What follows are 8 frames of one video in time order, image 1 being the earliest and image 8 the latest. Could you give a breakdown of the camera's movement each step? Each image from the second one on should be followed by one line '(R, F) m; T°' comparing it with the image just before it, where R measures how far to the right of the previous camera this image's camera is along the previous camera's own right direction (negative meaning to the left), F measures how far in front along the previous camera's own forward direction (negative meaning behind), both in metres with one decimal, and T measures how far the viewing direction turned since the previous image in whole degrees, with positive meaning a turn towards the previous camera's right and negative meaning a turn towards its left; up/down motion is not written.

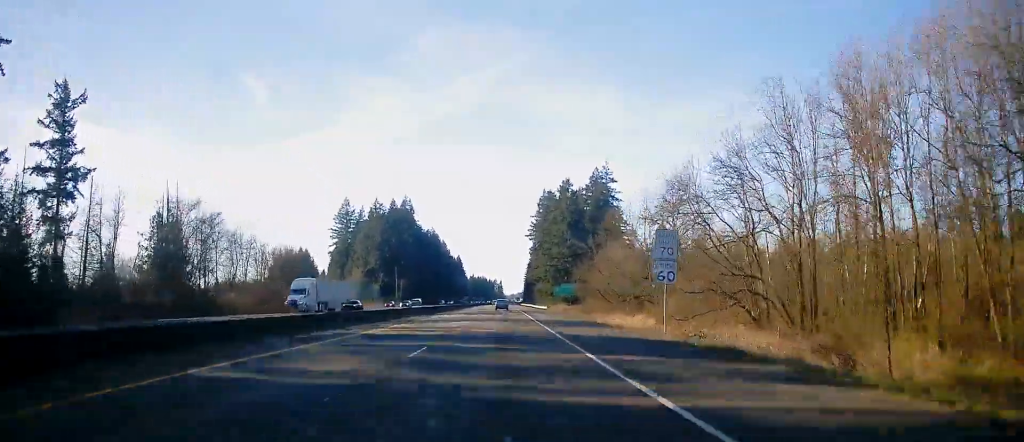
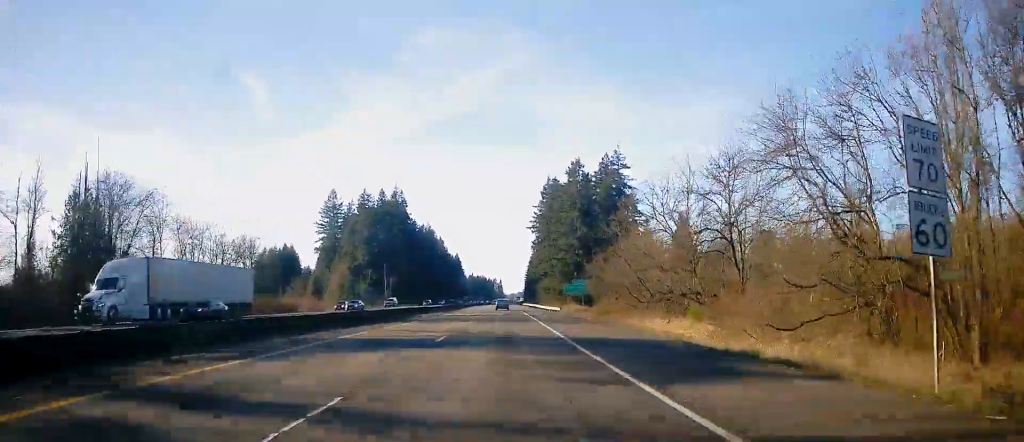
(-0.2, +20.0) m; 0°
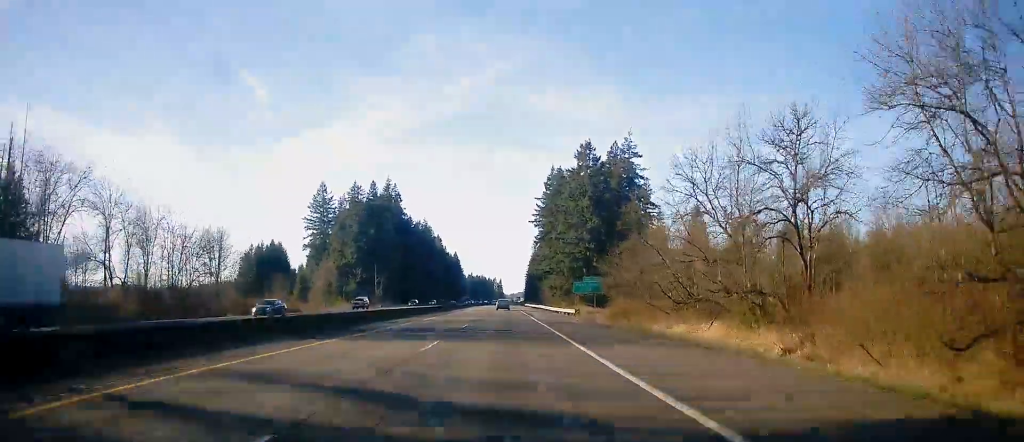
(-0.1, +14.5) m; 0°
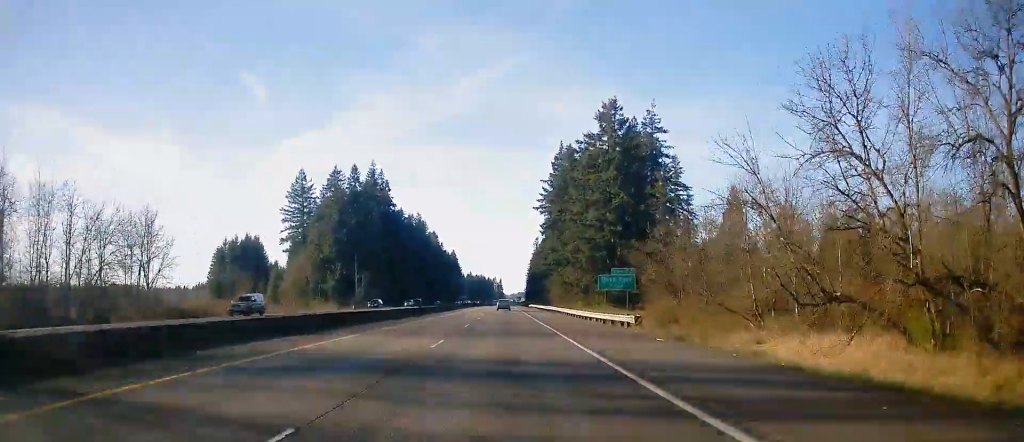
(+0.2, +24.4) m; 0°
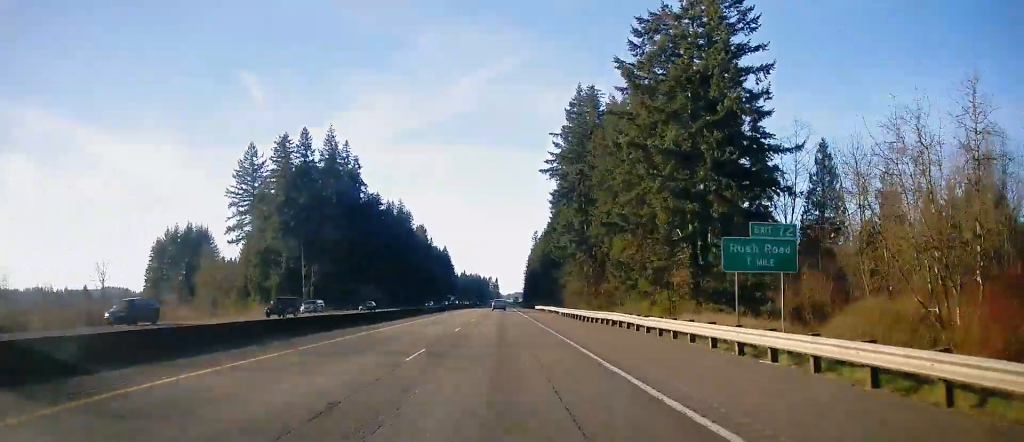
(-0.2, +39.9) m; 0°
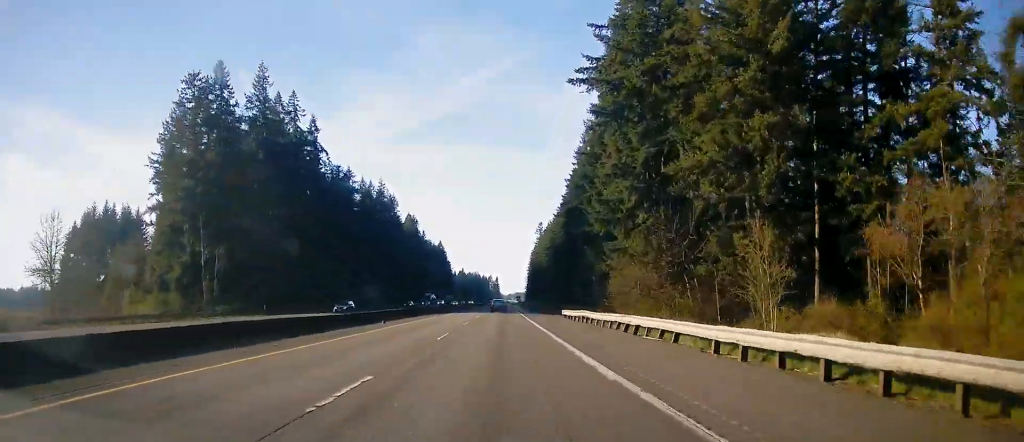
(+0.1, +42.2) m; +1°
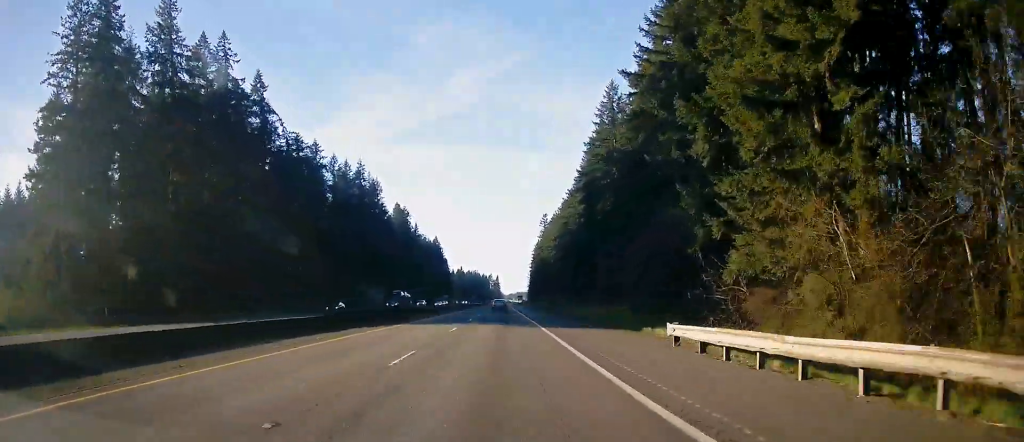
(+0.2, +32.1) m; 0°
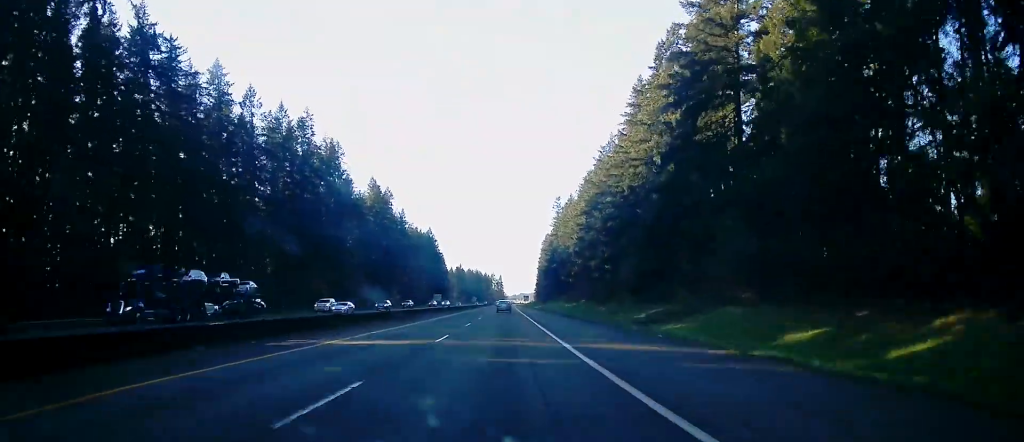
(-0.9, +54.2) m; -1°
